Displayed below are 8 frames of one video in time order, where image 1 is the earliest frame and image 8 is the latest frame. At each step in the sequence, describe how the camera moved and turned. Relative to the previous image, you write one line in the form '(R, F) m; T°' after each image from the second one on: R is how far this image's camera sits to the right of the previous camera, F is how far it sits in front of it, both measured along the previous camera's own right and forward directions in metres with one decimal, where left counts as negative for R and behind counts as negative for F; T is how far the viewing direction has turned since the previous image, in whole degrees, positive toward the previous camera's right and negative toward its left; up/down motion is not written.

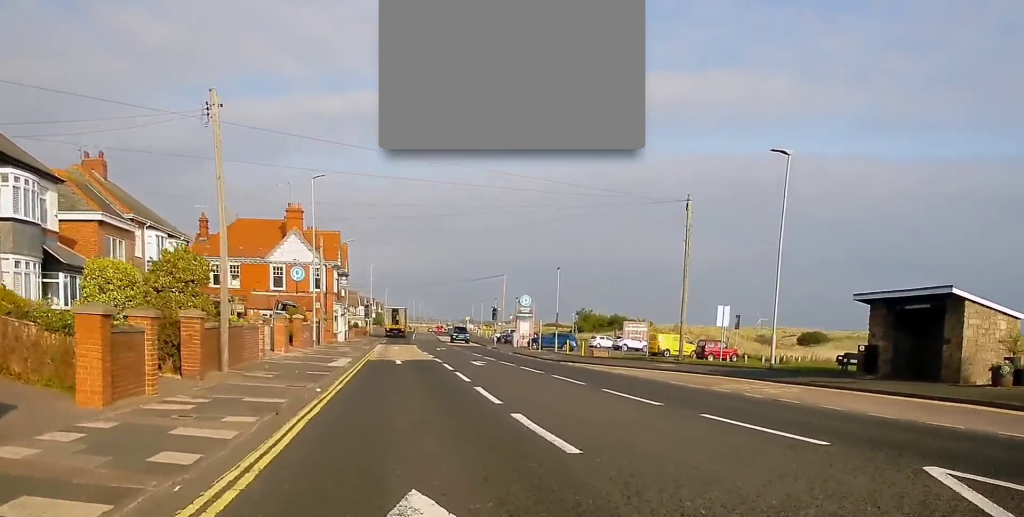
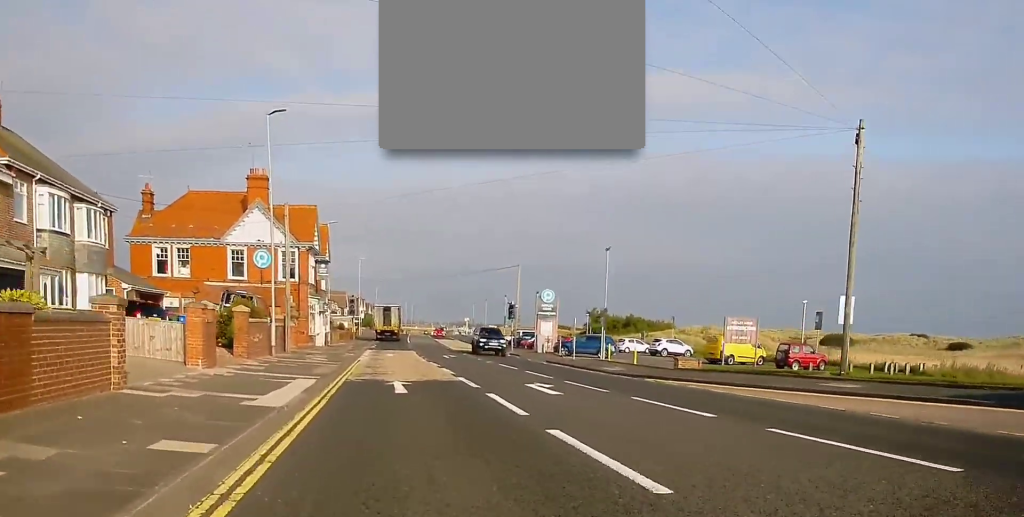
(+0.7, +15.0) m; +4°
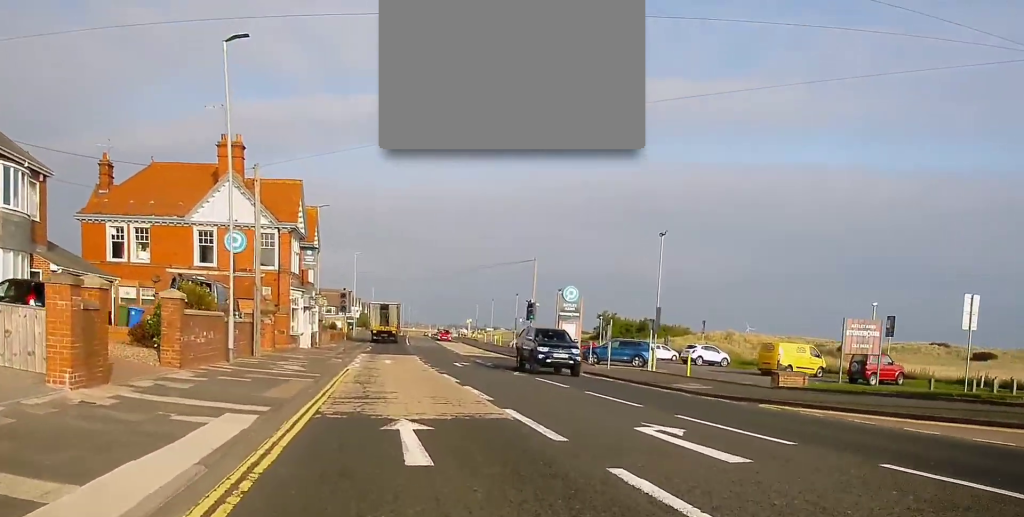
(-0.3, +8.9) m; -2°
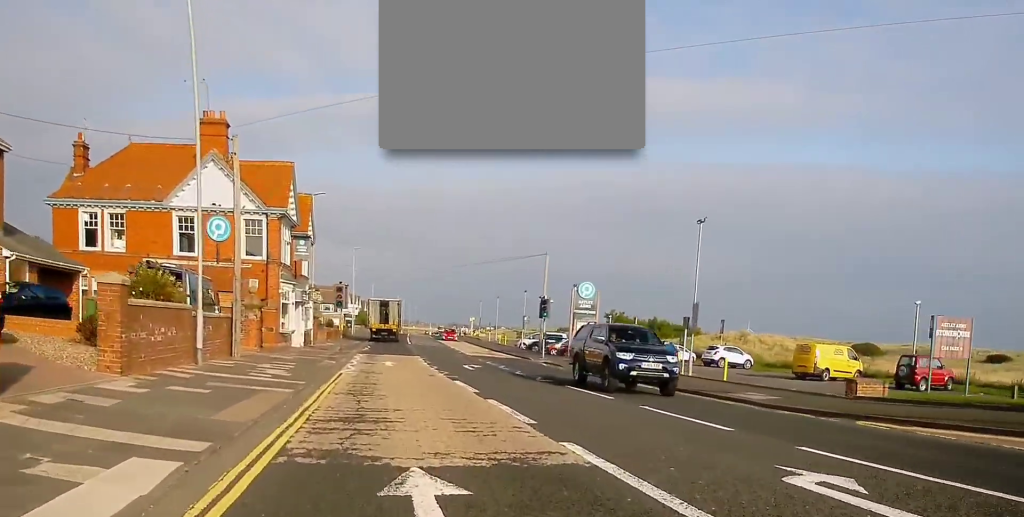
(0.0, +4.3) m; 0°
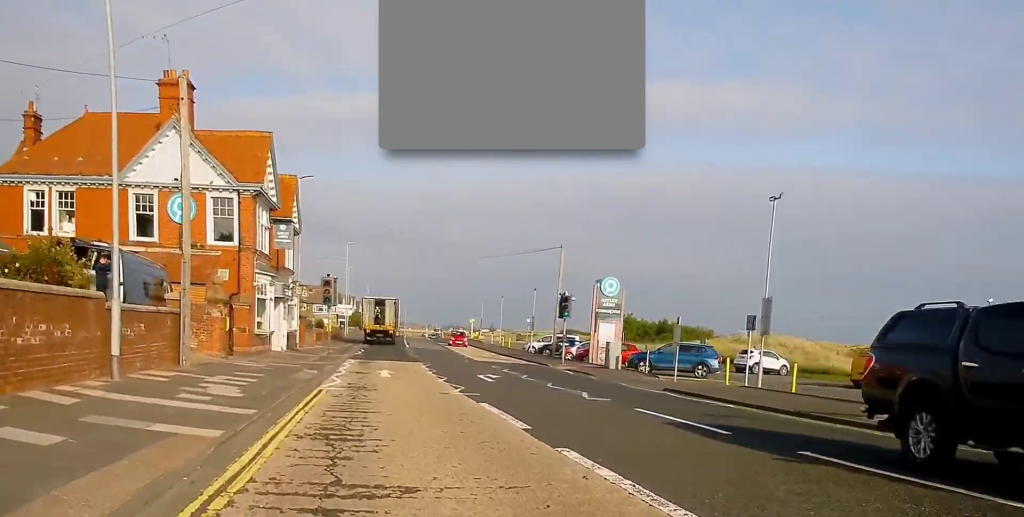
(0.0, +6.4) m; 0°
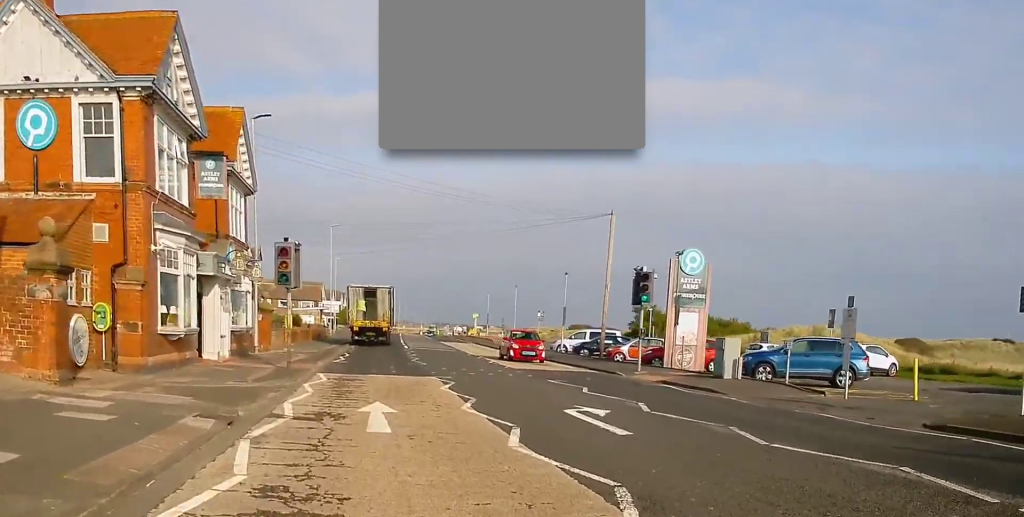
(0.0, +13.7) m; +2°
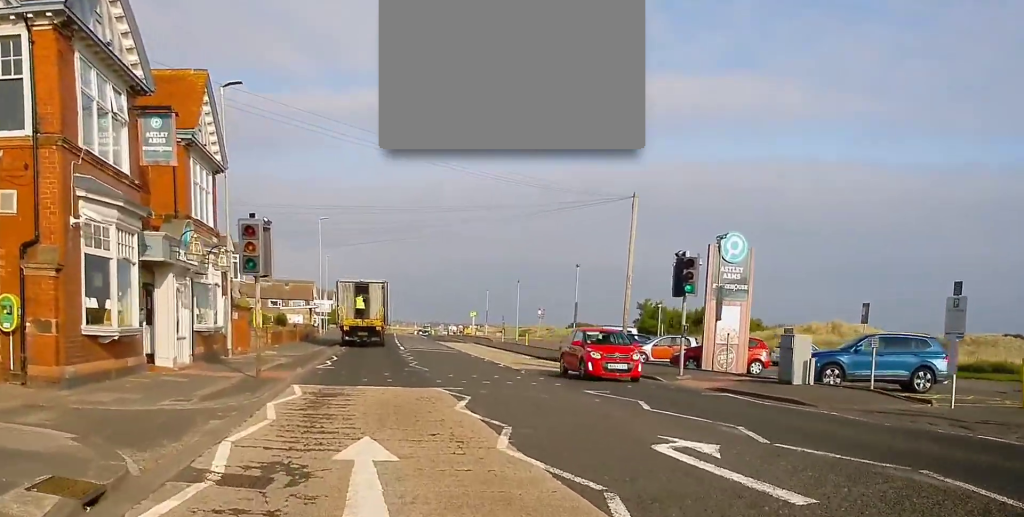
(+0.2, +4.9) m; +1°
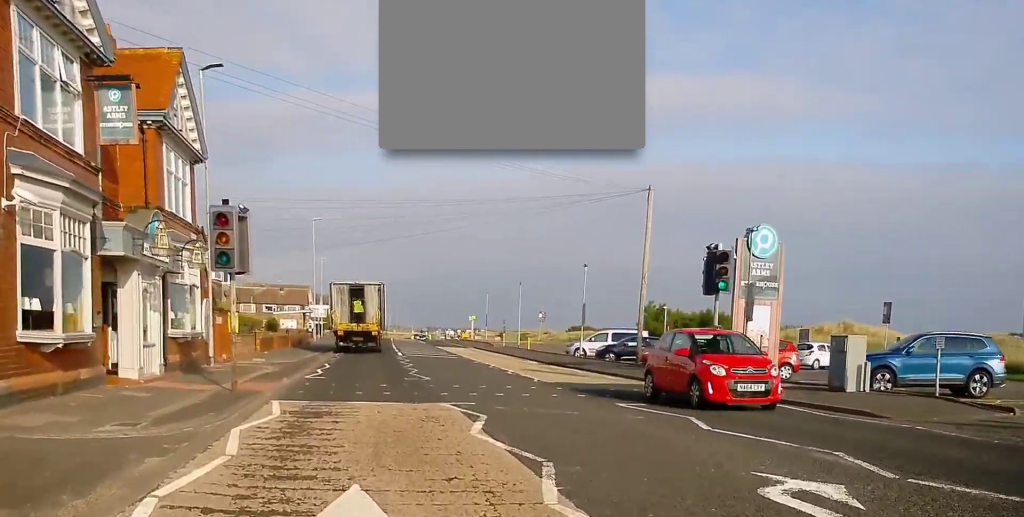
(0.0, +2.9) m; +1°
